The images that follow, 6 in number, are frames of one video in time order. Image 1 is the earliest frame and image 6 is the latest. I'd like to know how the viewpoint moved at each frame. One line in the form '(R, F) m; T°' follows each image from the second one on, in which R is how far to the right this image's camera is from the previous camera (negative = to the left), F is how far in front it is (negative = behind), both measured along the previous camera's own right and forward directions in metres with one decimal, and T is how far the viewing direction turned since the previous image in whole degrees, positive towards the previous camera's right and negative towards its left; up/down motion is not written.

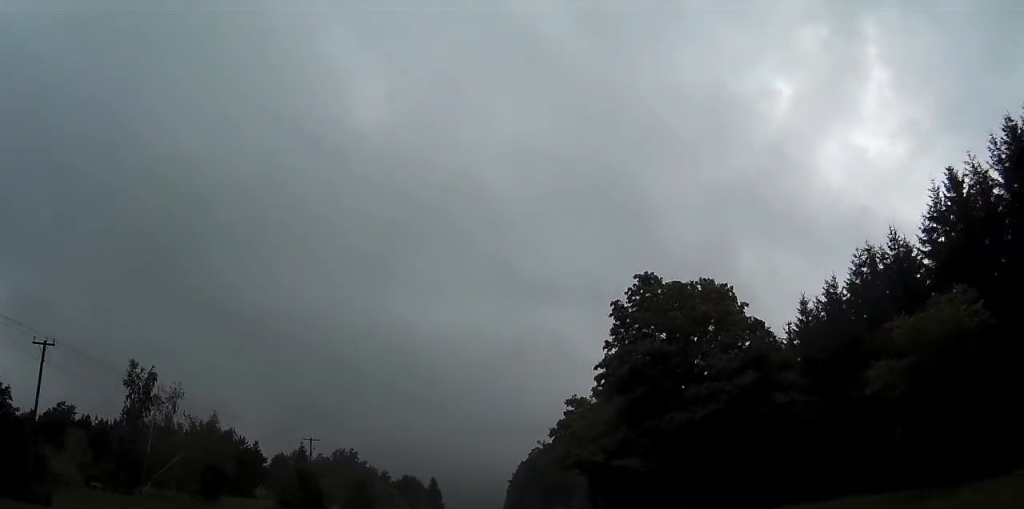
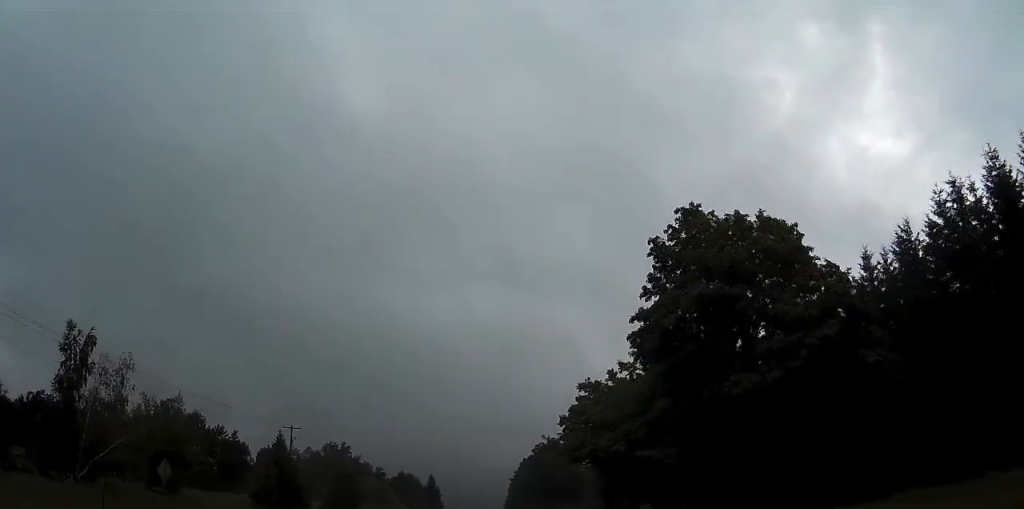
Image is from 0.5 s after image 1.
(0.0, +12.1) m; 0°
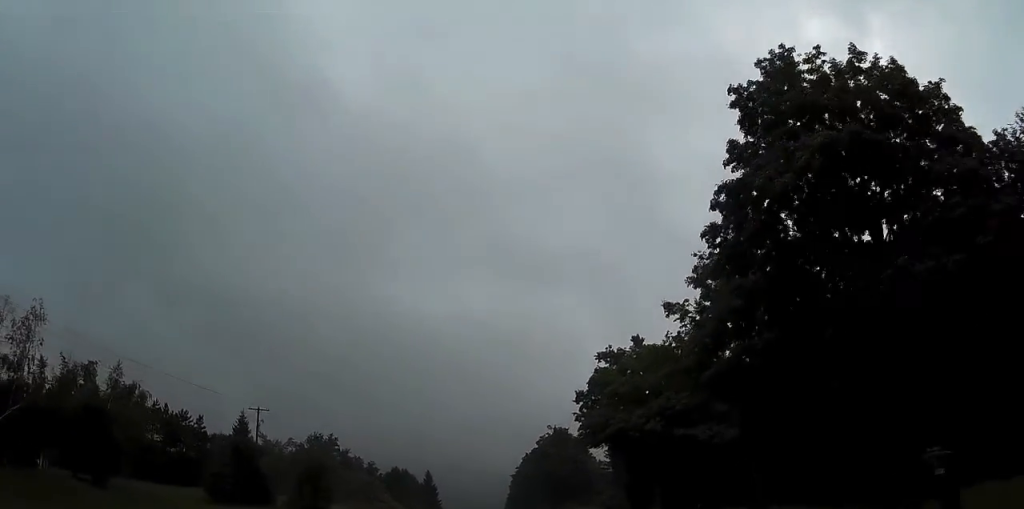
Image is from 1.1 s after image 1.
(0.0, +15.5) m; 0°
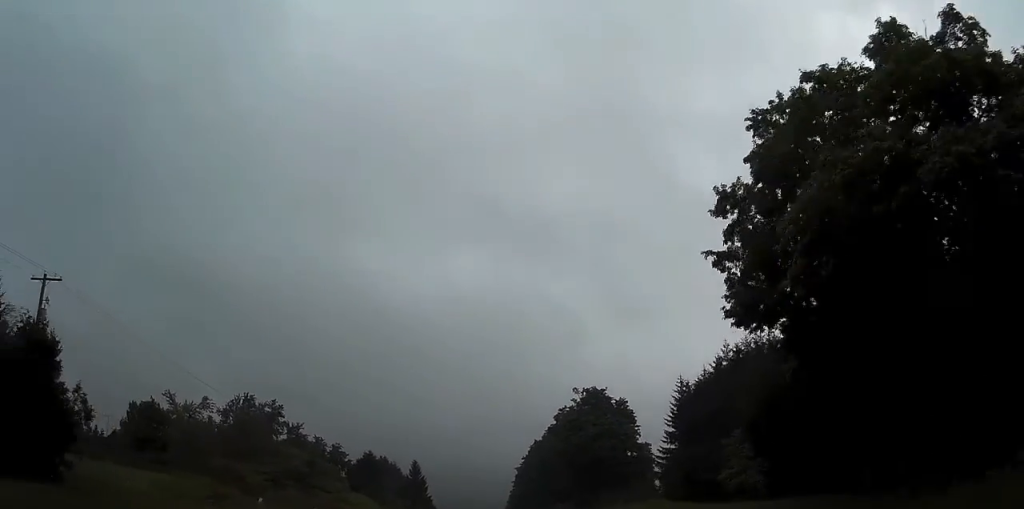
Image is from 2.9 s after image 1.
(+0.1, +46.3) m; 0°
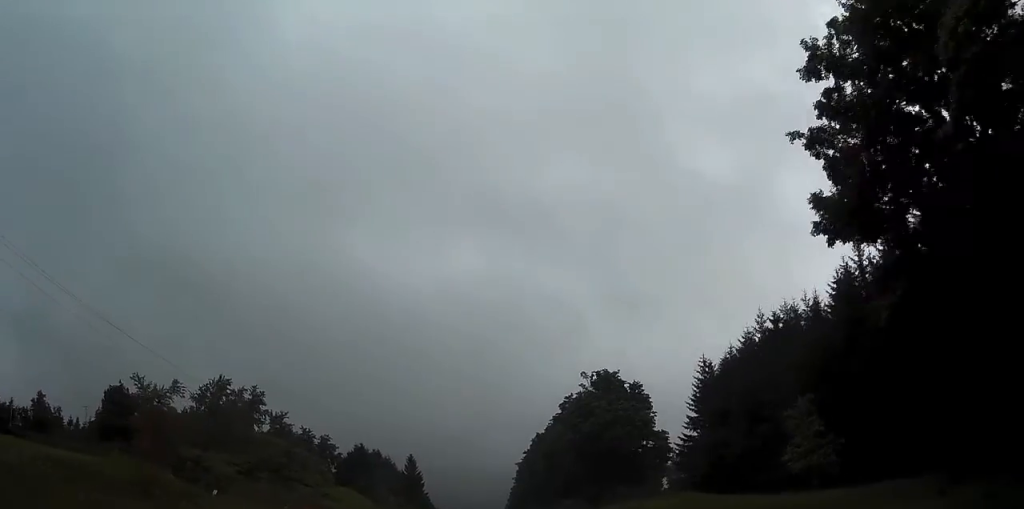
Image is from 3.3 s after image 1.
(0.0, +10.2) m; 0°
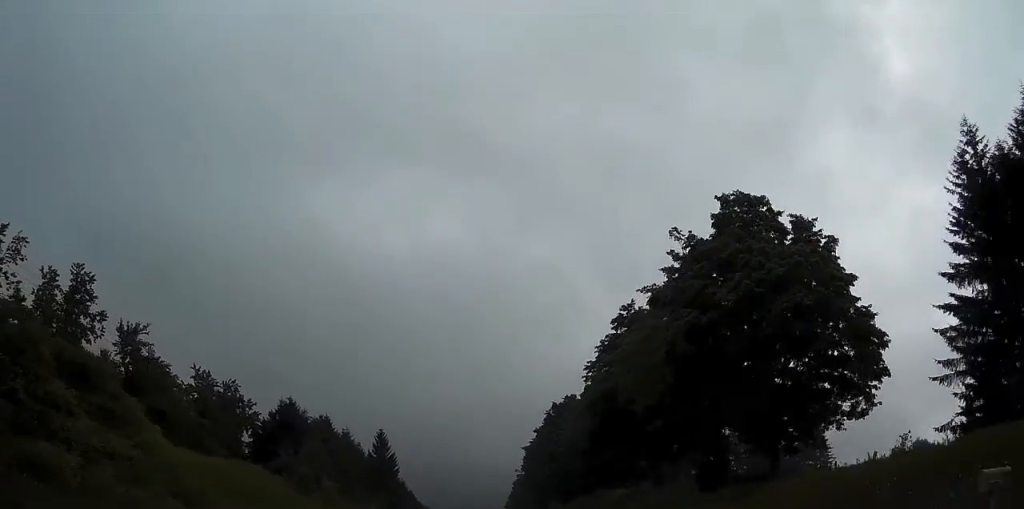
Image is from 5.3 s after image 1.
(+0.4, +52.5) m; +1°
